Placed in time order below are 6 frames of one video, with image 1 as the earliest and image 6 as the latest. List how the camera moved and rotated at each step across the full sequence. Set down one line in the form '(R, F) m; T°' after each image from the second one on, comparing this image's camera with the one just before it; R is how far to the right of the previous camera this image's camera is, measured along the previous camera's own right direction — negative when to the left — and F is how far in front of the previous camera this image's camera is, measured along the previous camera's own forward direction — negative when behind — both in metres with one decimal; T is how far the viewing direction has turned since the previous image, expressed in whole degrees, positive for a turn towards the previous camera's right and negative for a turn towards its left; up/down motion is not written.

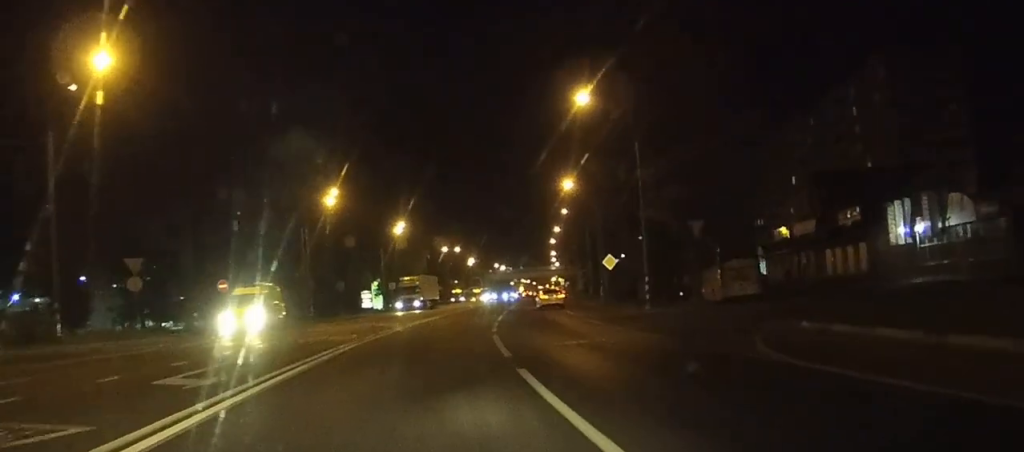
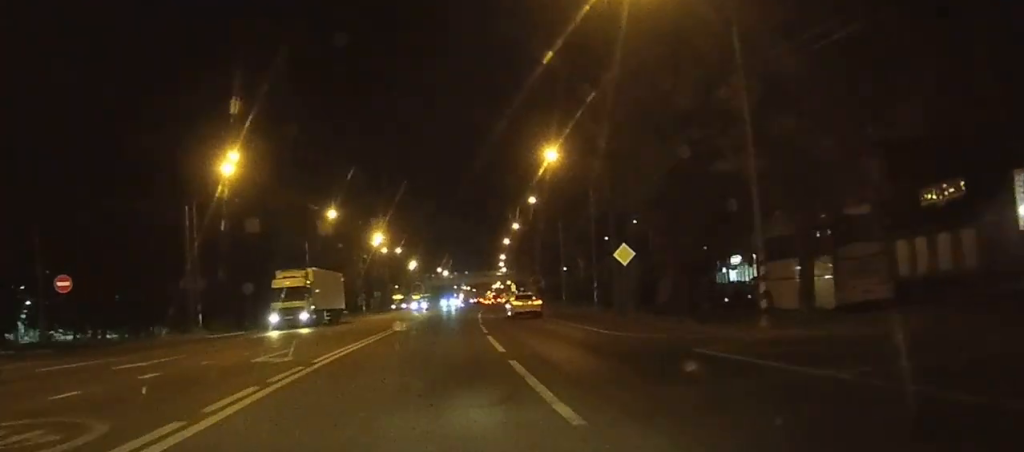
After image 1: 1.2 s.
(+2.9, +24.8) m; +8°
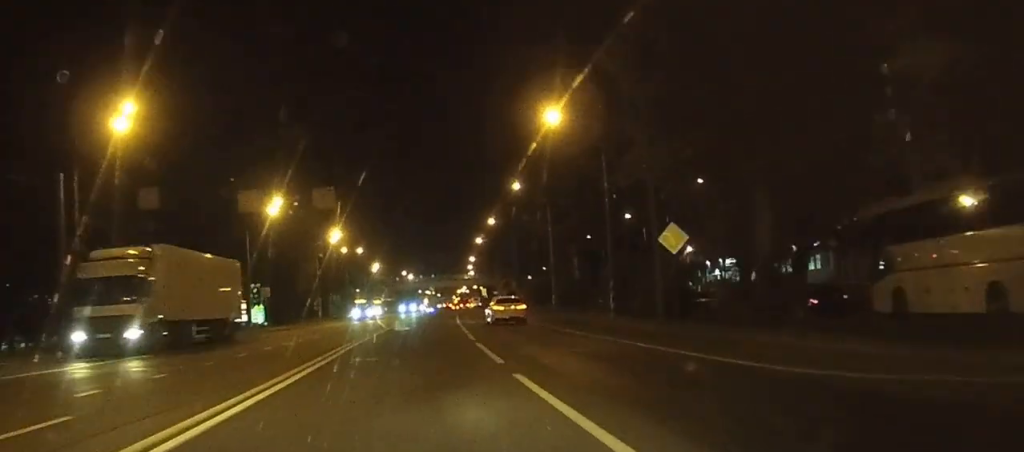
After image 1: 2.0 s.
(+0.3, +16.4) m; +2°
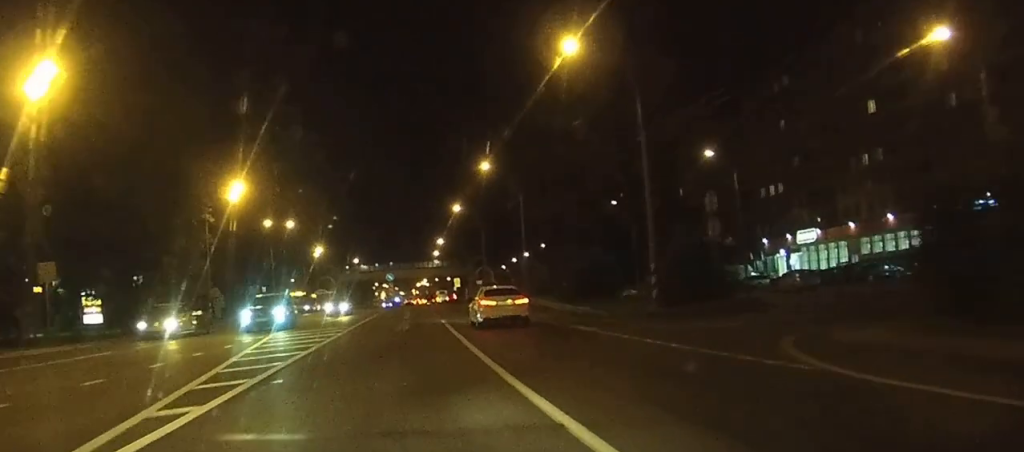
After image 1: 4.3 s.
(+1.7, +42.9) m; +3°
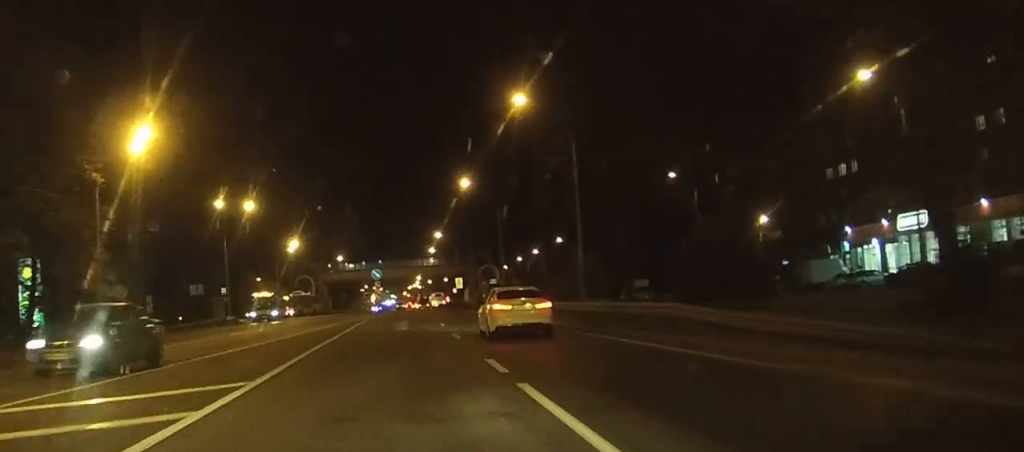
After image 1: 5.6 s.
(+0.1, +23.6) m; 0°
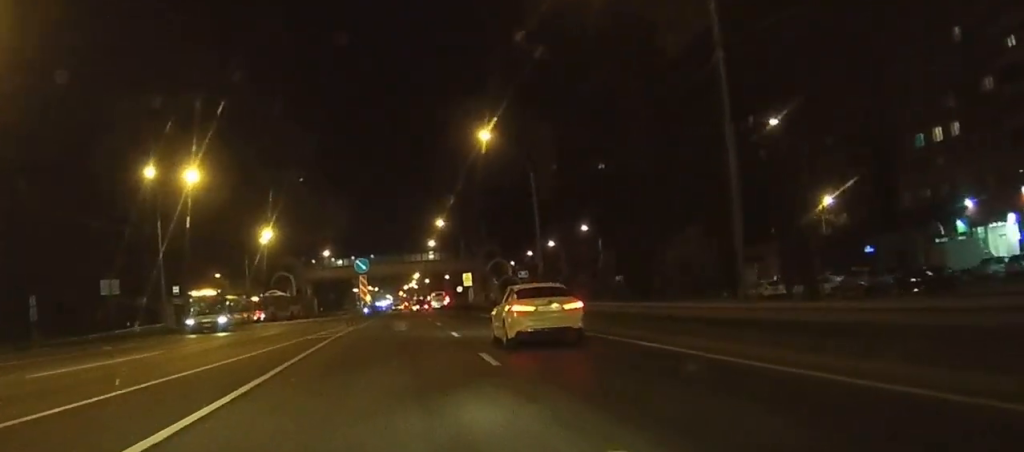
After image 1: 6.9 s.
(+0.1, +20.9) m; 0°
